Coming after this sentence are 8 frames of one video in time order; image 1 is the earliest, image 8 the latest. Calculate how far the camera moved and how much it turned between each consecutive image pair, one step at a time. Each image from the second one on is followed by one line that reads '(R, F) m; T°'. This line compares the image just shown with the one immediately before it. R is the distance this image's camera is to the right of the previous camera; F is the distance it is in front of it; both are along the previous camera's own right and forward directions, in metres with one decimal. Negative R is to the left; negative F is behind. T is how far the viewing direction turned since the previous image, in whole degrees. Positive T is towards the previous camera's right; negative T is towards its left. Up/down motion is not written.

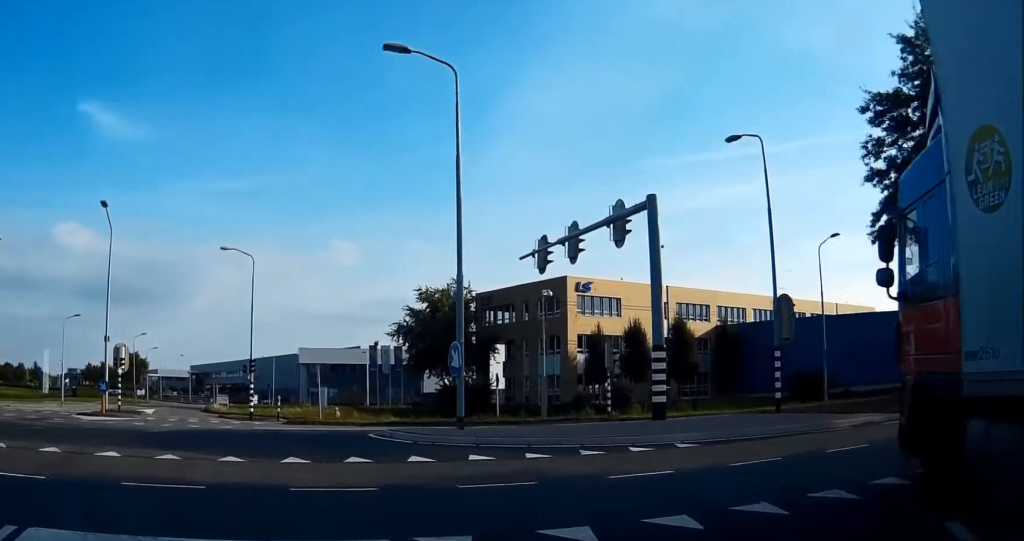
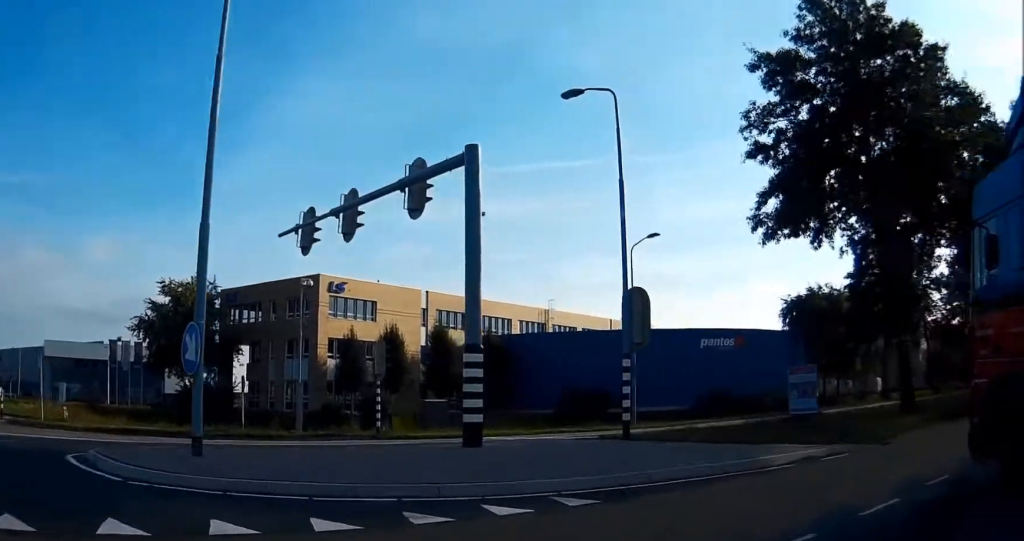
(+0.9, +6.2) m; +20°
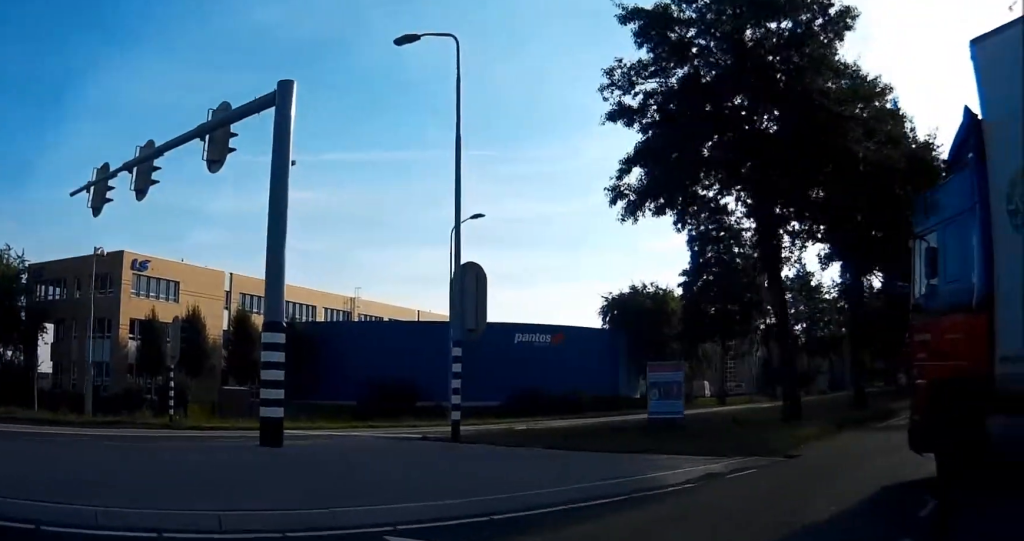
(+0.5, +2.8) m; +16°
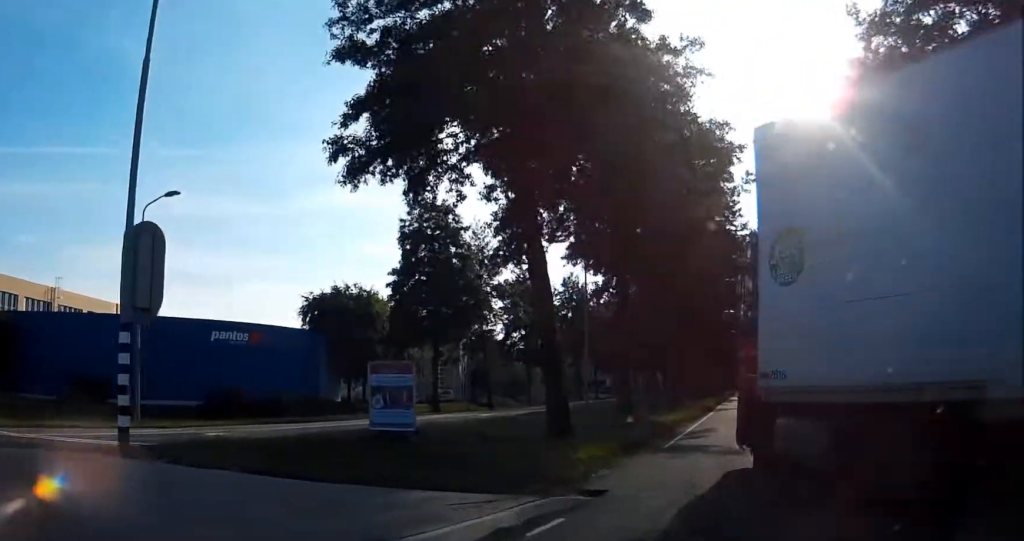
(+0.9, +3.7) m; +24°
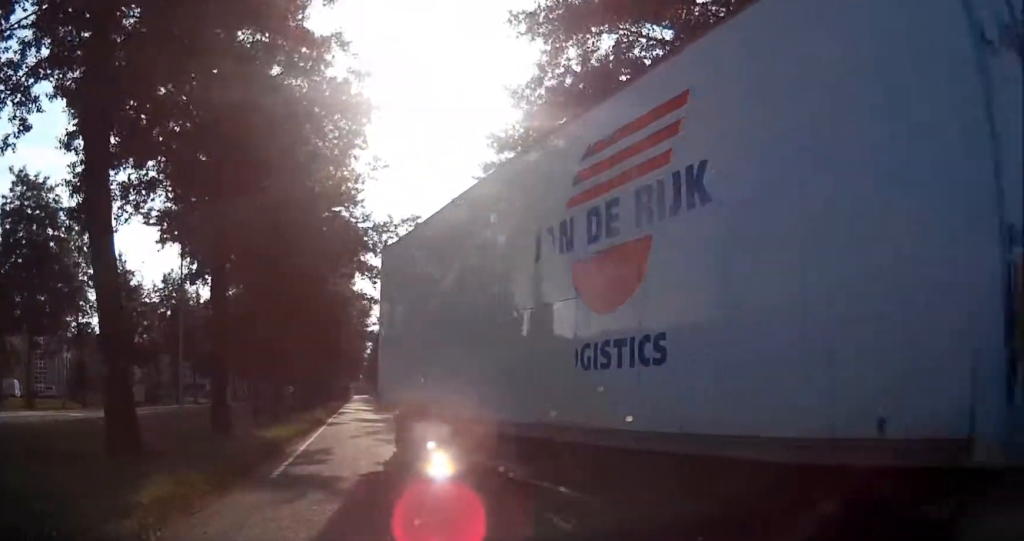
(+1.1, +4.8) m; +18°
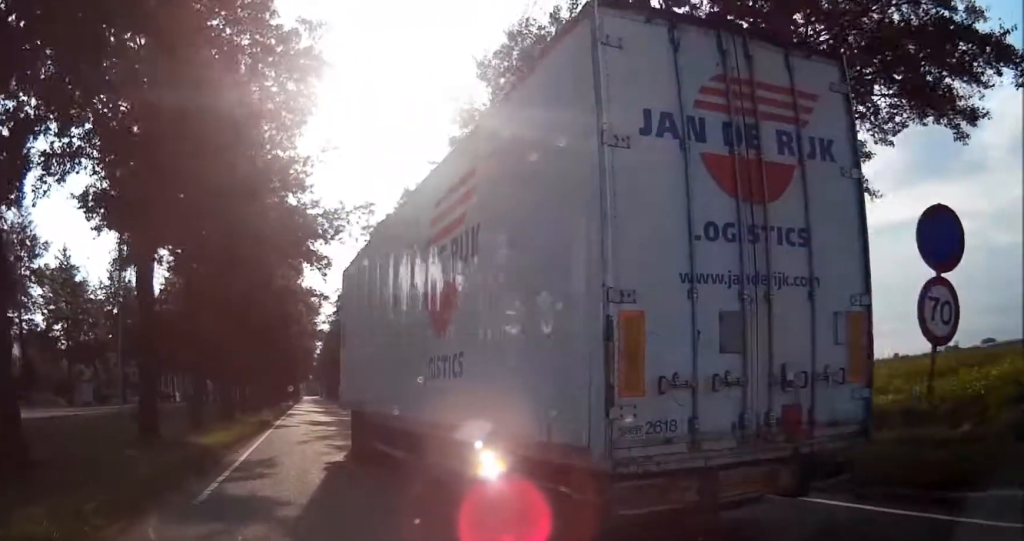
(0.0, +2.3) m; +3°
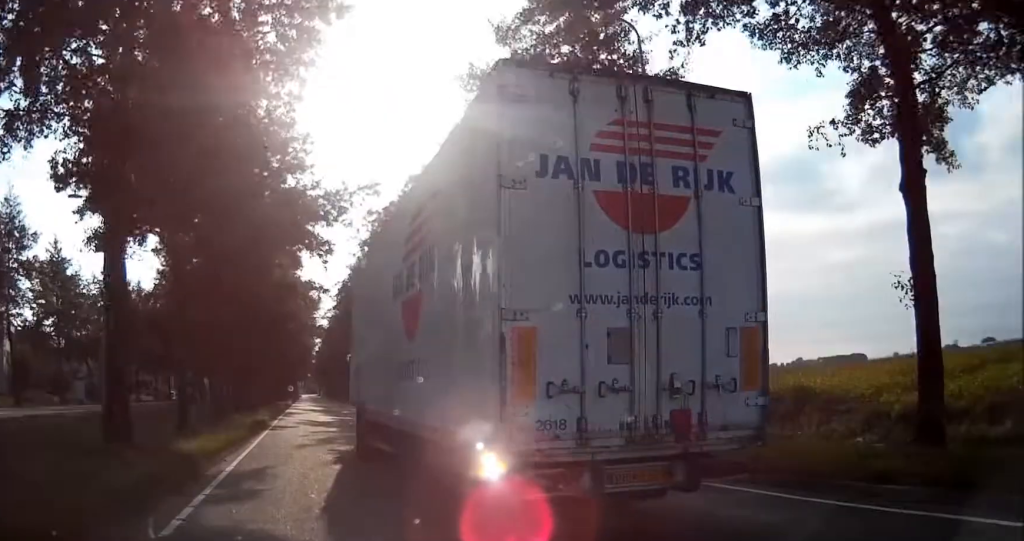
(+0.1, +2.3) m; +1°
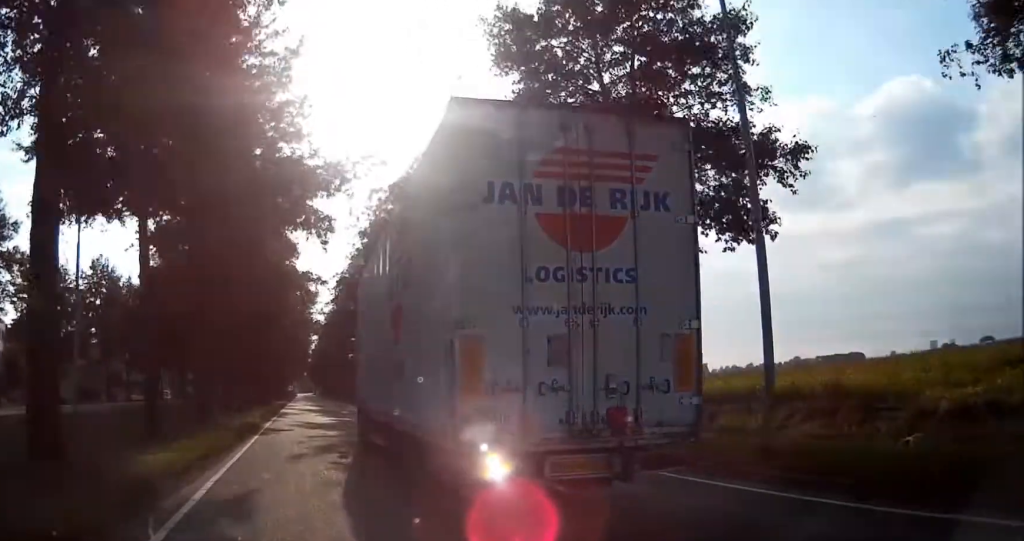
(+0.1, +3.0) m; +1°
